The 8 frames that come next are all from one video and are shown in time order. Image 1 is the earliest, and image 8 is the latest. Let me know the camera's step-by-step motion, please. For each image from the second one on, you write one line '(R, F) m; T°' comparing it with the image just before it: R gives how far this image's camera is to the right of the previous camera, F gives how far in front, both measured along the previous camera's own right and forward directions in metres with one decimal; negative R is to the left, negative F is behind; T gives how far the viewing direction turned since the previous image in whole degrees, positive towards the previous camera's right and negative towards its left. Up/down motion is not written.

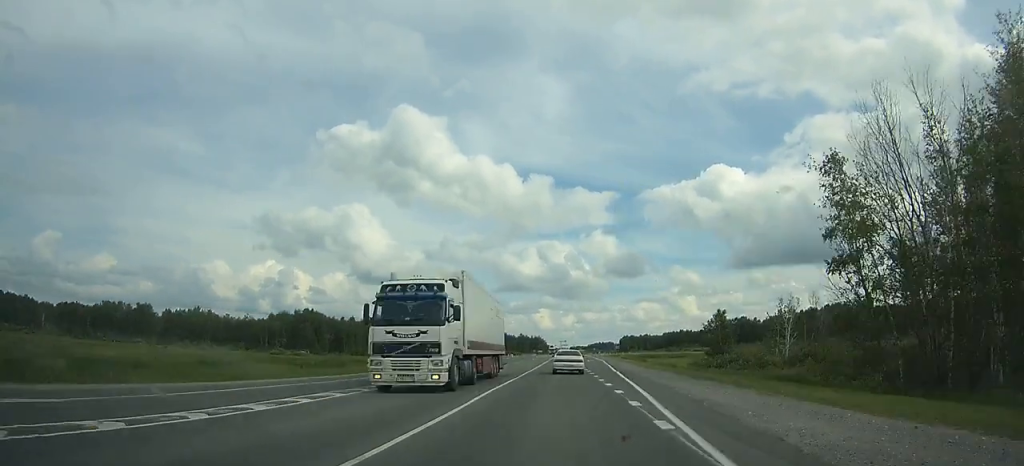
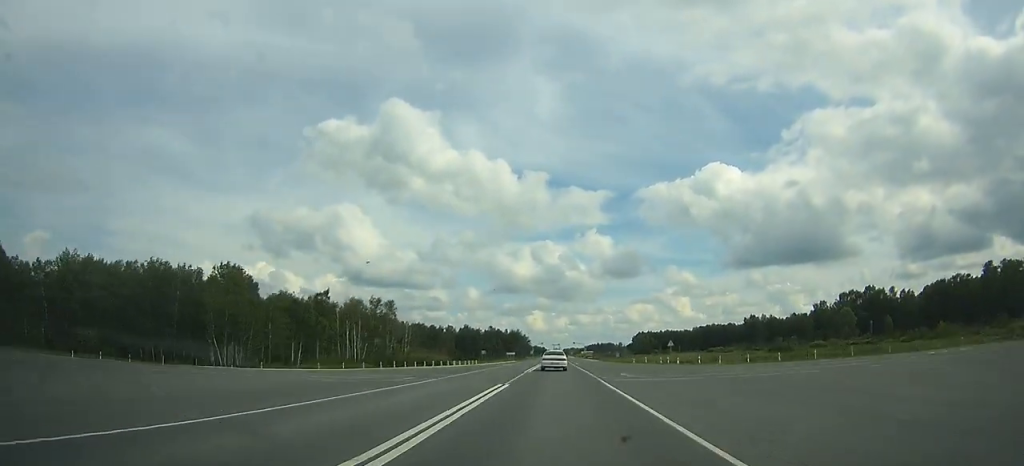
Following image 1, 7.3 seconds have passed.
(0.0, +183.1) m; 0°
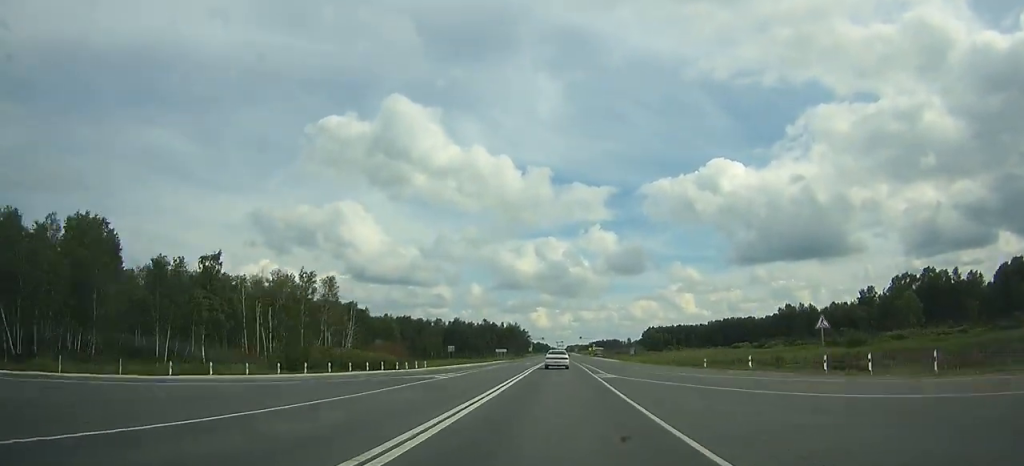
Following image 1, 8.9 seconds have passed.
(+0.1, +38.5) m; 0°
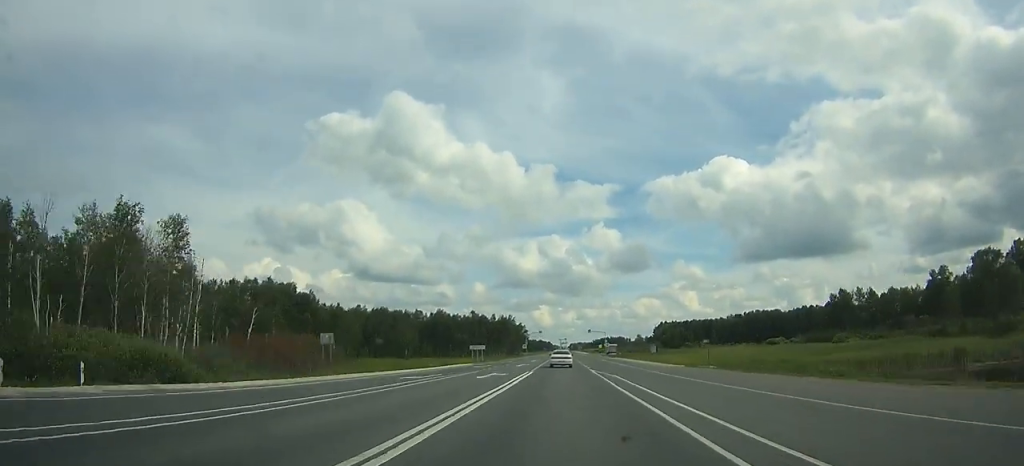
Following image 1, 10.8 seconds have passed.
(0.0, +47.0) m; 0°
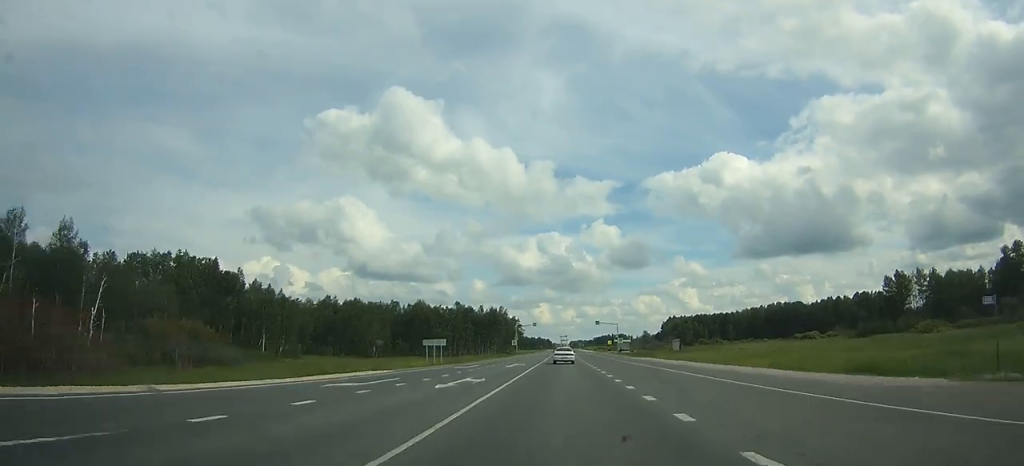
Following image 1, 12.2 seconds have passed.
(0.0, +35.0) m; 0°
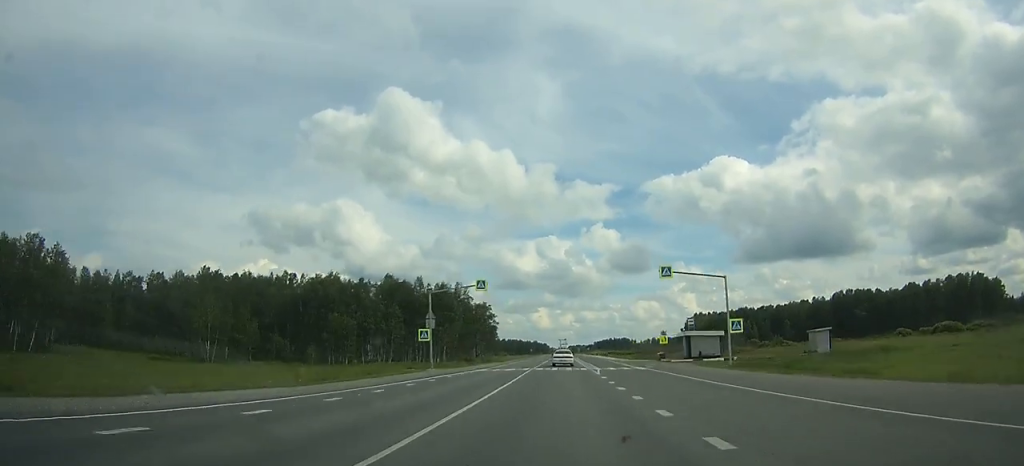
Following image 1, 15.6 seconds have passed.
(0.0, +83.8) m; 0°
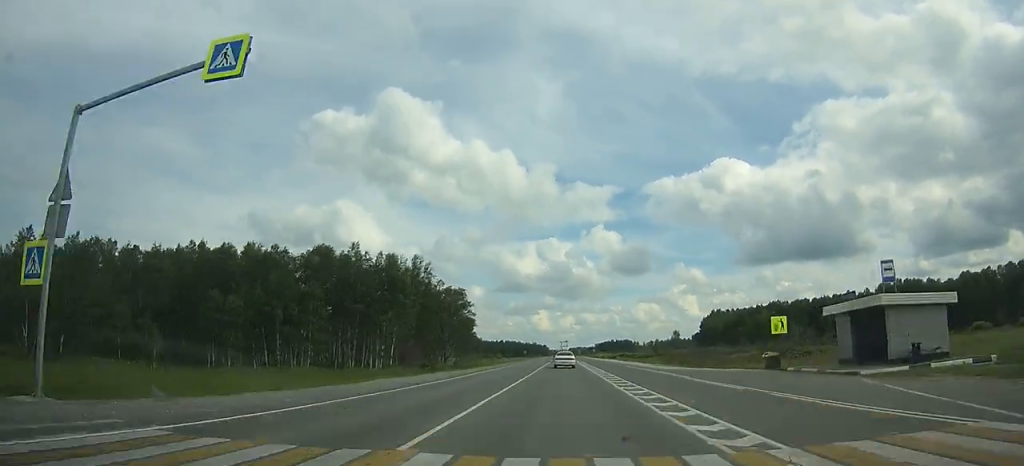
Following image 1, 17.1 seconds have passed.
(0.0, +35.7) m; 0°
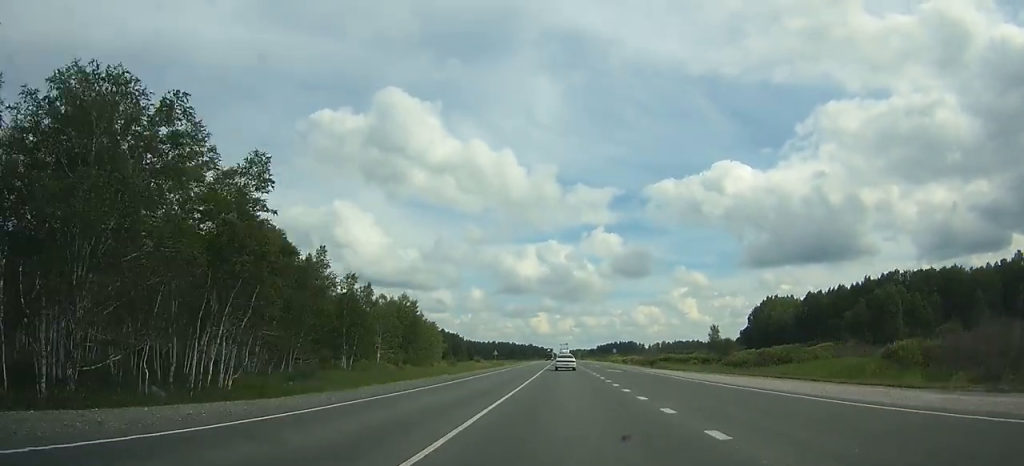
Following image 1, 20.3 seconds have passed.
(+0.1, +75.0) m; 0°
